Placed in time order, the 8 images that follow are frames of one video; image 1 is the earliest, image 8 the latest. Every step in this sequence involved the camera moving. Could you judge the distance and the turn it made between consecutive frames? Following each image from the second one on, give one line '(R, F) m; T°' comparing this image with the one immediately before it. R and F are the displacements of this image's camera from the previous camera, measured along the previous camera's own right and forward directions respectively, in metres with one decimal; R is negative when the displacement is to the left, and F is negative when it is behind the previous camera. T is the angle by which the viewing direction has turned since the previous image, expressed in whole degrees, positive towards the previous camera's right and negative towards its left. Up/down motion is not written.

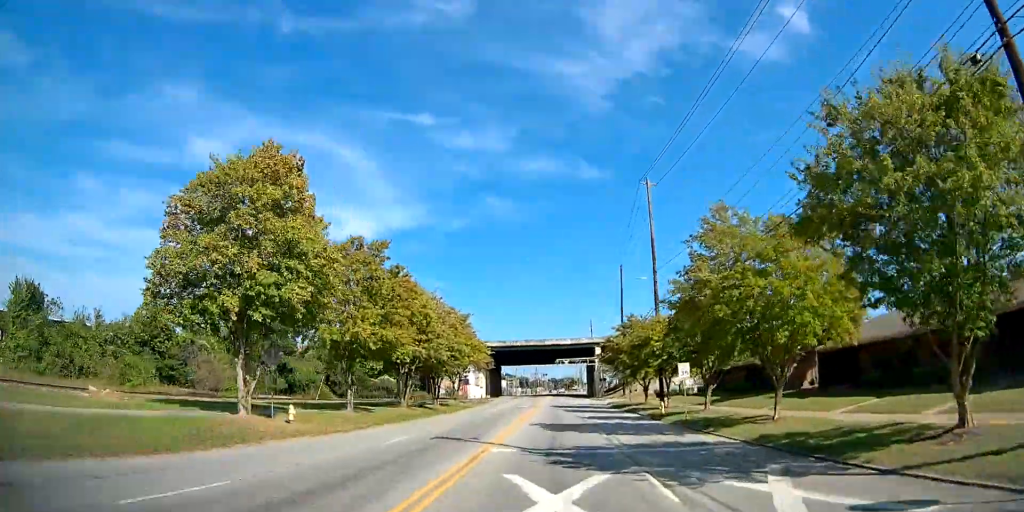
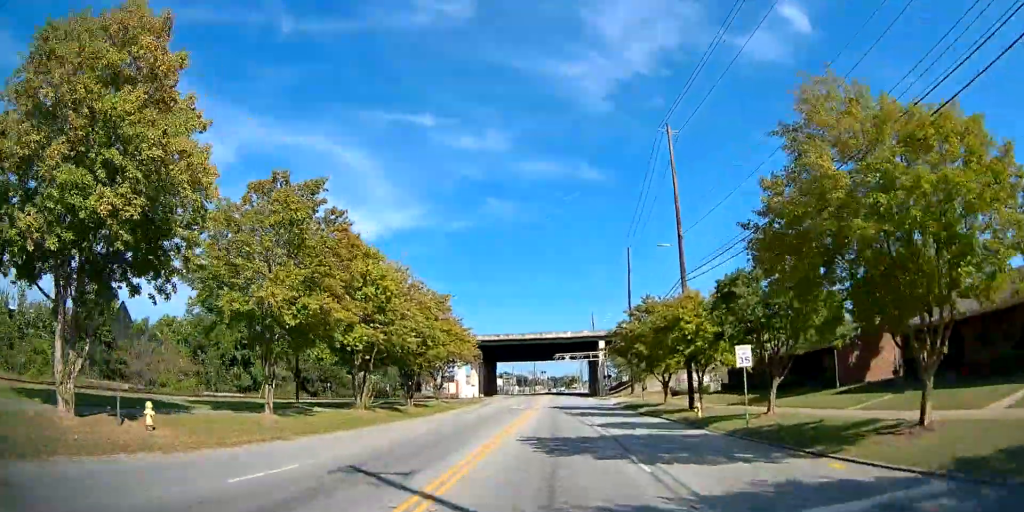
(+0.1, +9.1) m; 0°
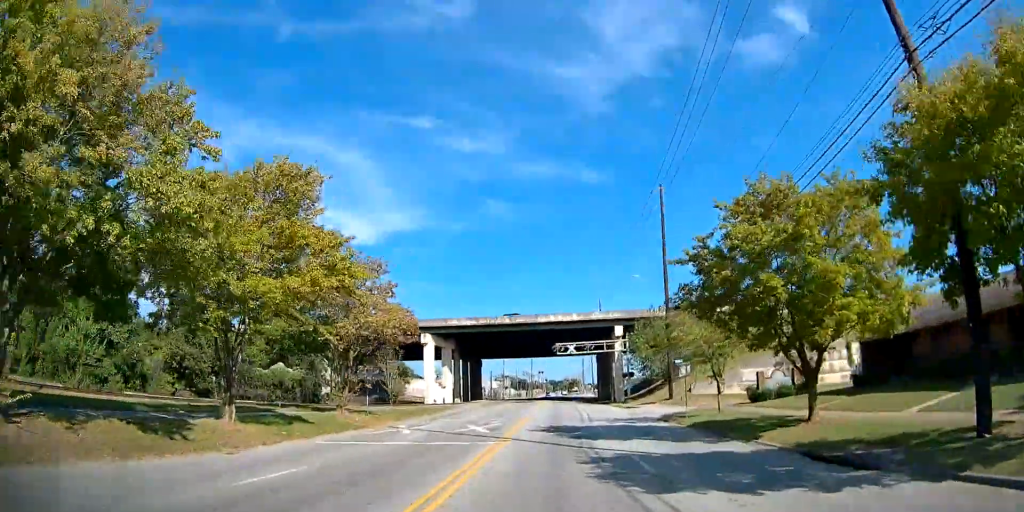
(+0.1, +23.8) m; 0°
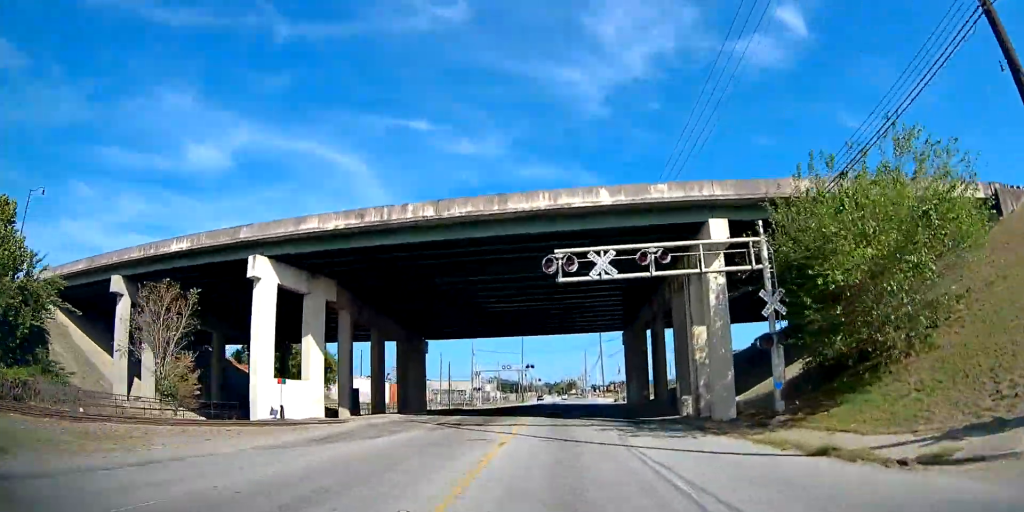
(0.0, +41.1) m; +1°
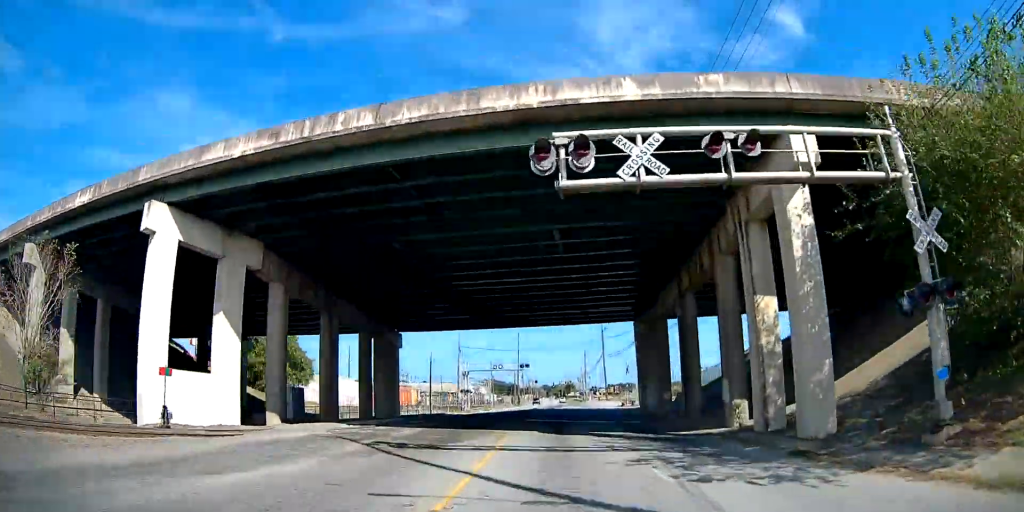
(-0.1, +9.5) m; +1°
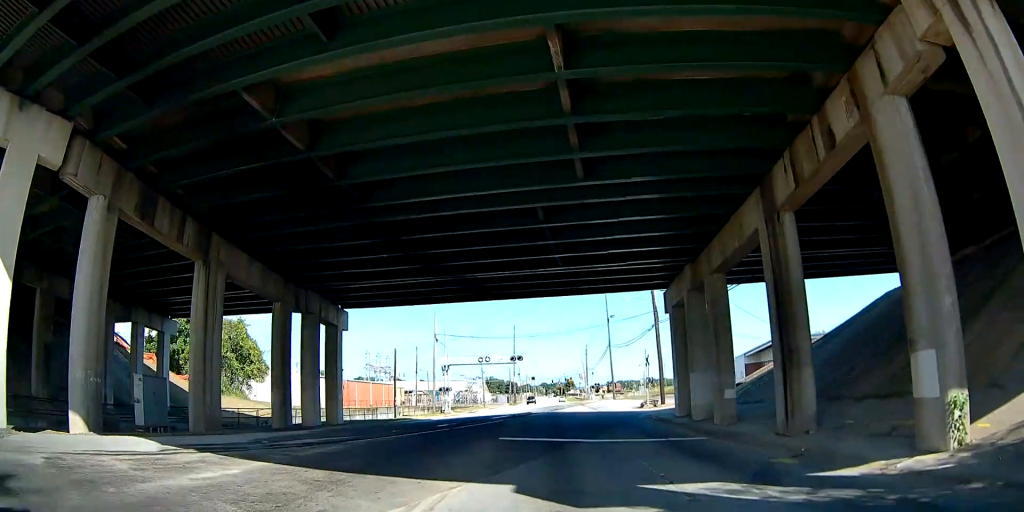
(+0.2, +13.6) m; 0°
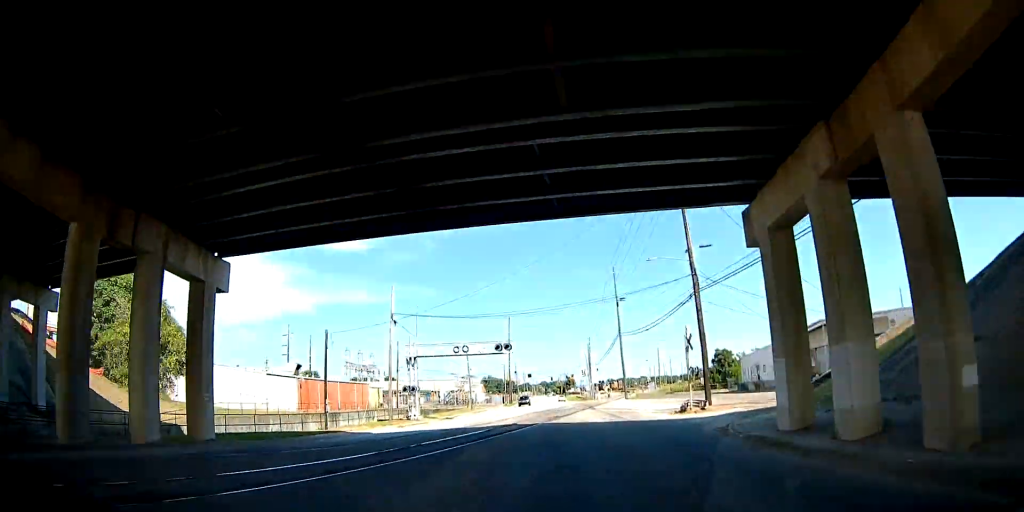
(+0.2, +15.2) m; 0°
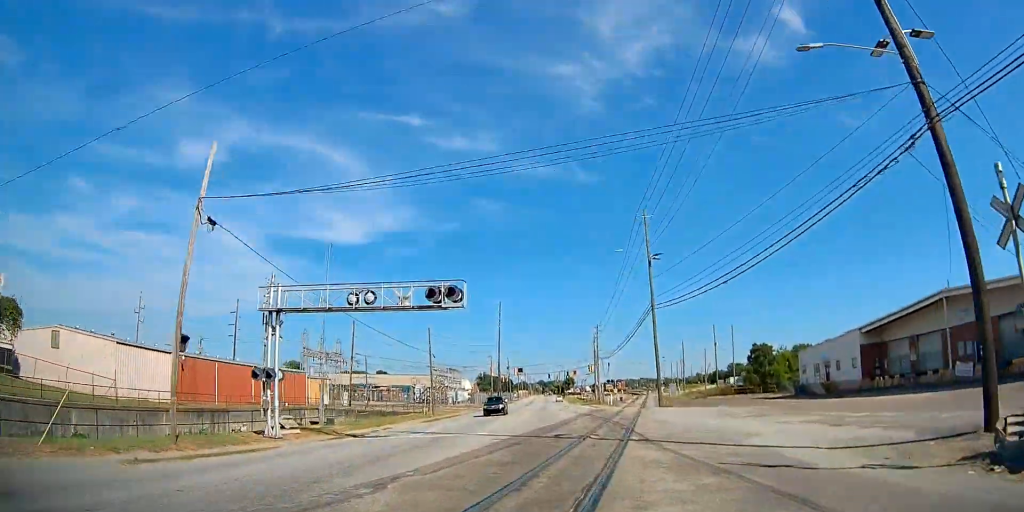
(-0.5, +25.3) m; 0°
